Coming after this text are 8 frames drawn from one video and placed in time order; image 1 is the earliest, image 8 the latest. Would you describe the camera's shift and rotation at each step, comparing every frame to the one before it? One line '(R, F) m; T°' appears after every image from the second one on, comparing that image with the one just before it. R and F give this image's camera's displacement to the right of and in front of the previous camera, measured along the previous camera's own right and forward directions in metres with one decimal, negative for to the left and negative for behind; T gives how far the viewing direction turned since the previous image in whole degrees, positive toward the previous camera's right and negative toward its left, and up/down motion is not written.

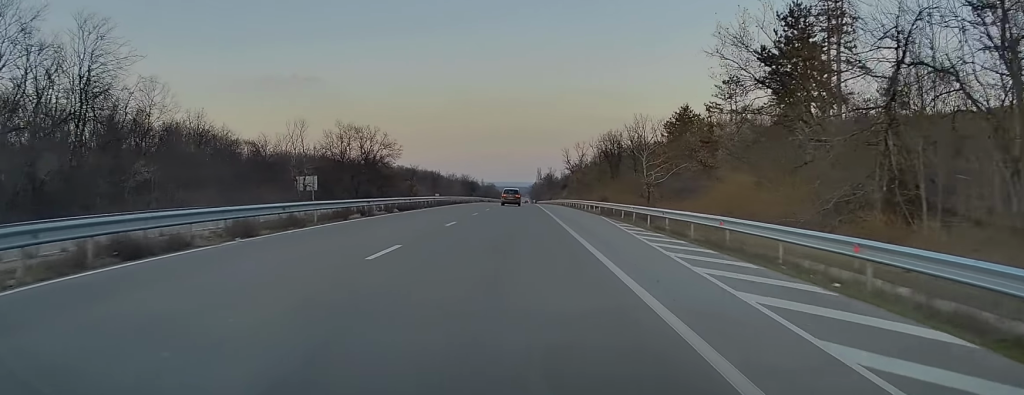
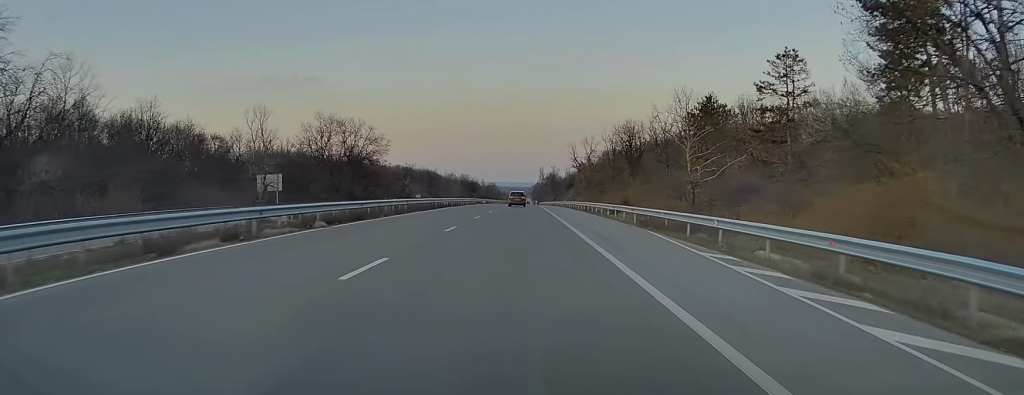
(0.0, +14.3) m; 0°
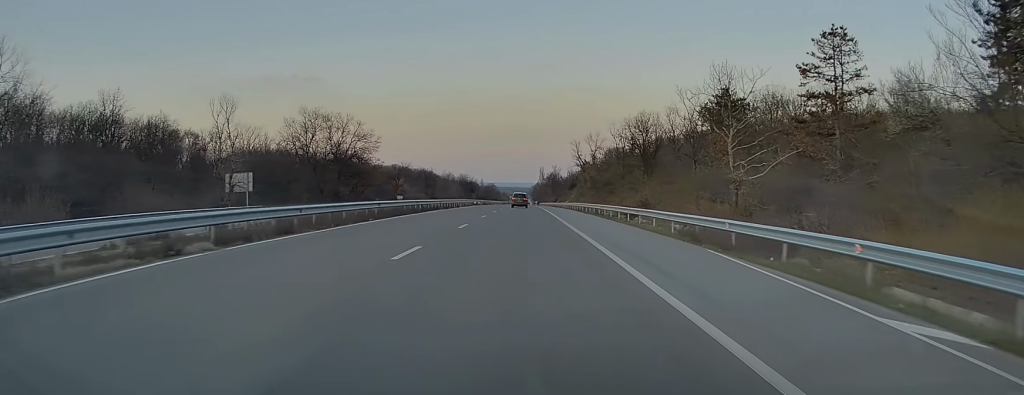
(+0.1, +8.6) m; 0°
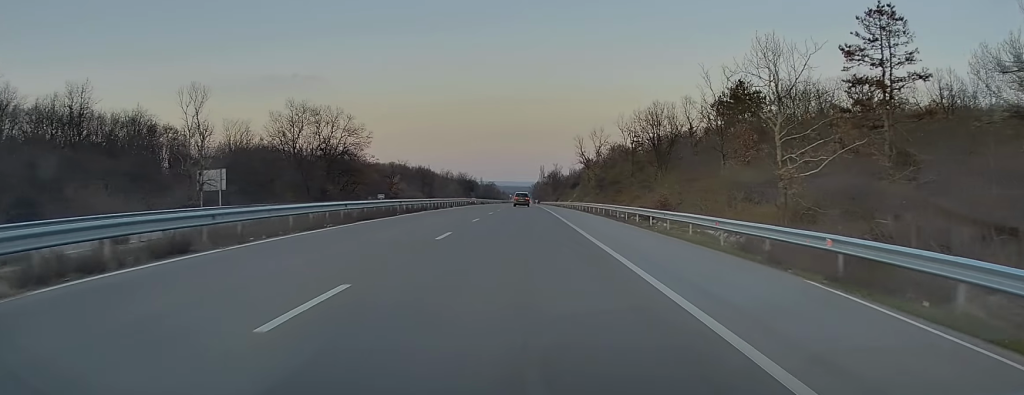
(-0.1, +6.7) m; 0°
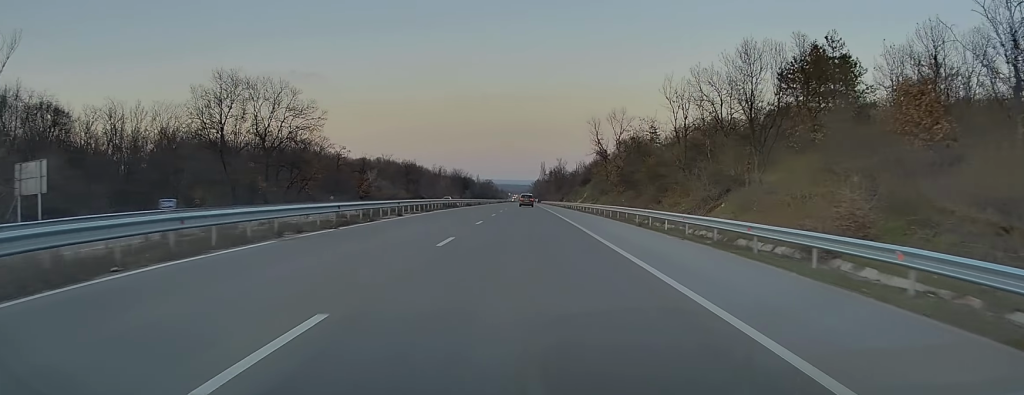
(0.0, +25.7) m; 0°
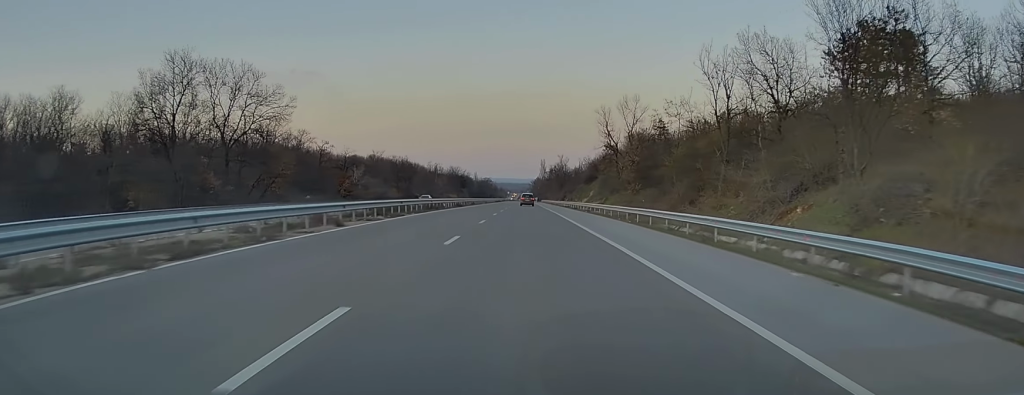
(-0.2, +11.7) m; +1°
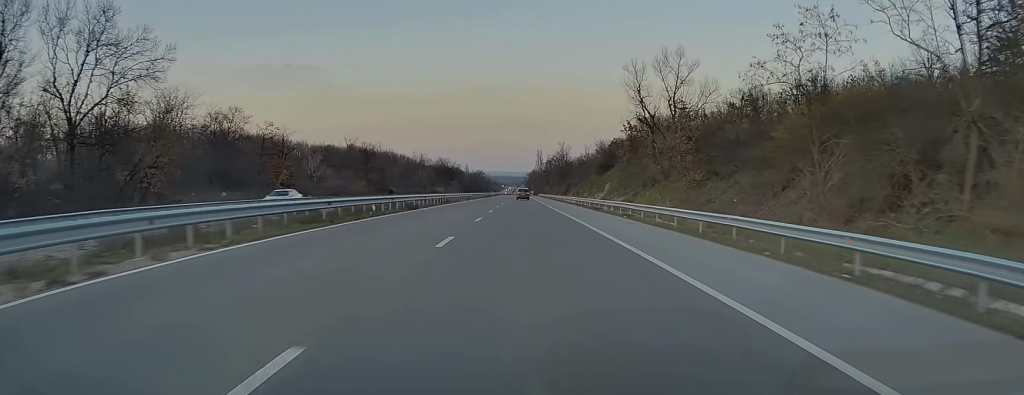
(+0.6, +25.8) m; +1°
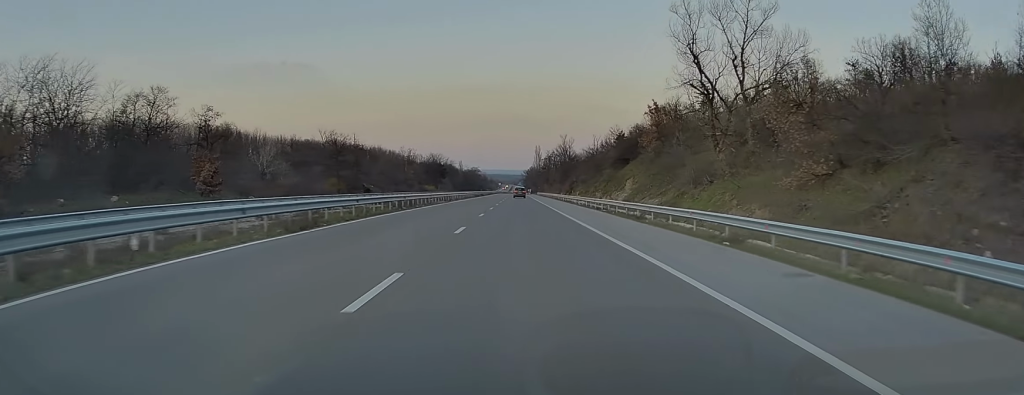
(-0.4, +19.5) m; -2°
